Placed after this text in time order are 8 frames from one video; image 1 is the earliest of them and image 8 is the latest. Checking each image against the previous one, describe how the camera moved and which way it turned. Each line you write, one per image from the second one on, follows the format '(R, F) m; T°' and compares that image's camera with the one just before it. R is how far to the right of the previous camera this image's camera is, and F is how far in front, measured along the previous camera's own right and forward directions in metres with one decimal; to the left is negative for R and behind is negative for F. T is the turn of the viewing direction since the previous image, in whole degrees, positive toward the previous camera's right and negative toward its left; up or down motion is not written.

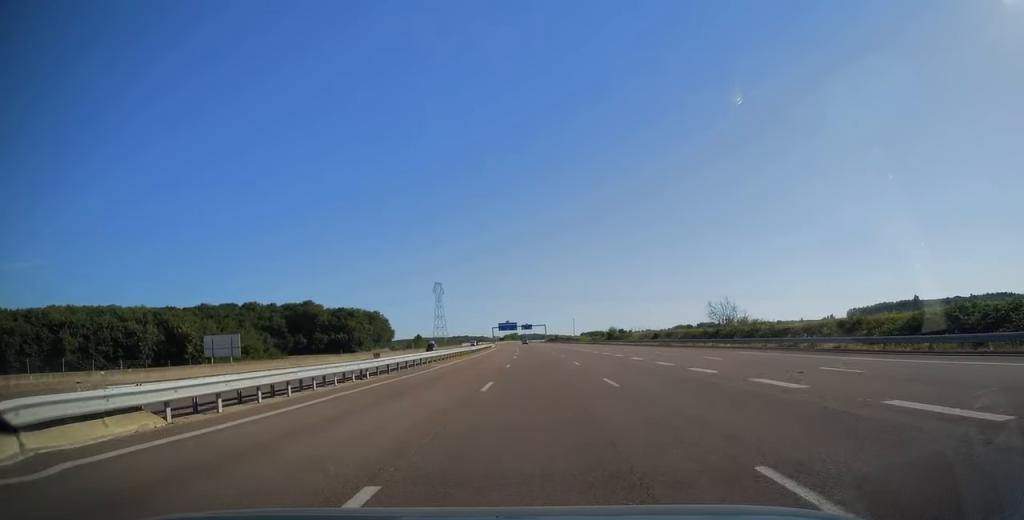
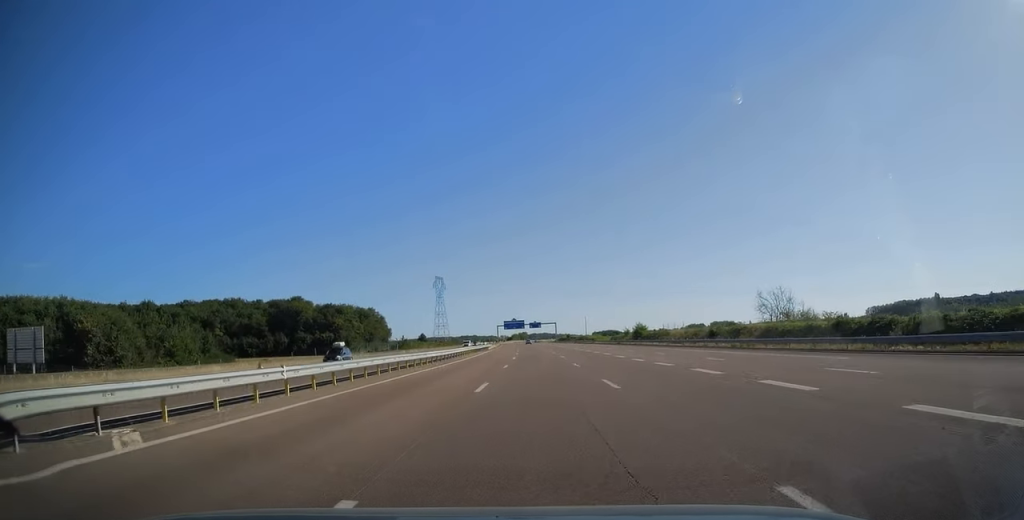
(-0.2, +27.7) m; -1°
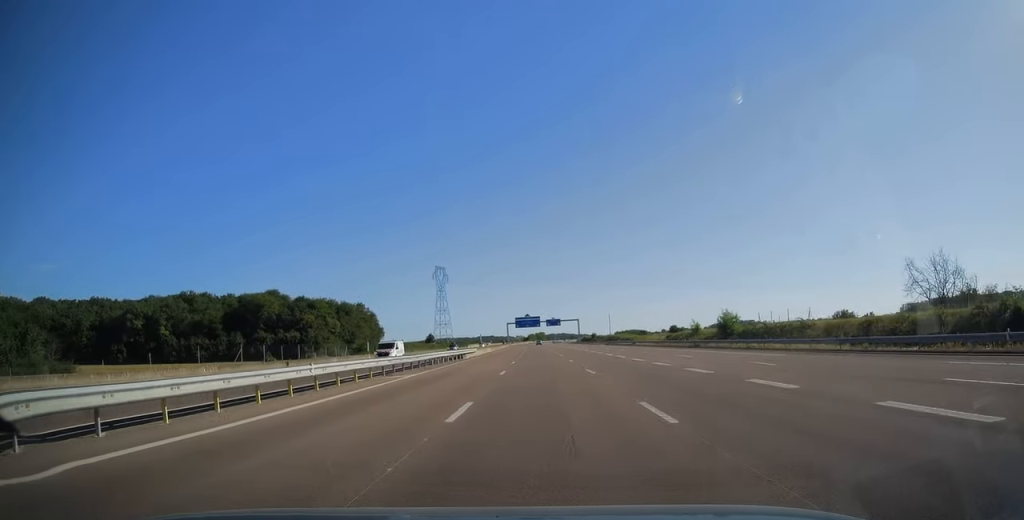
(-0.6, +46.3) m; -2°
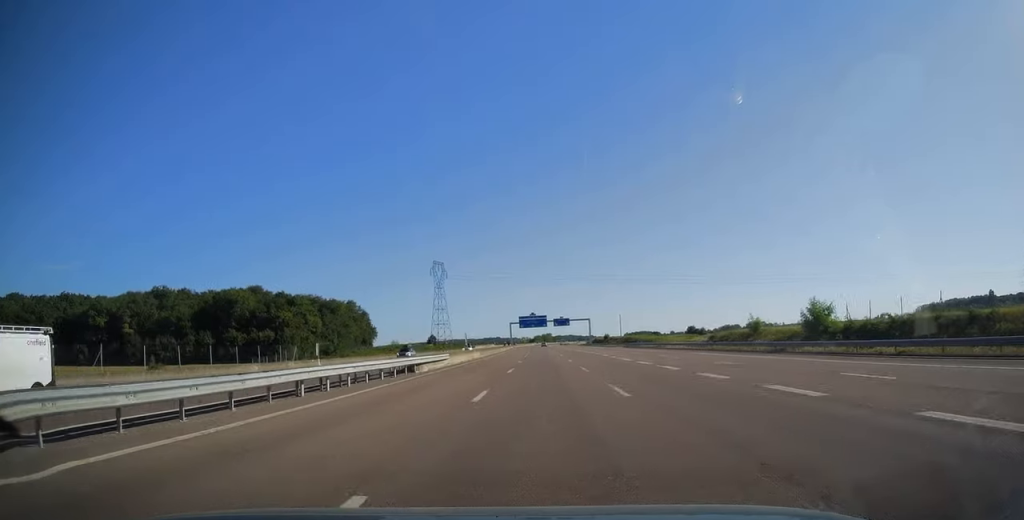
(-0.2, +21.6) m; -1°
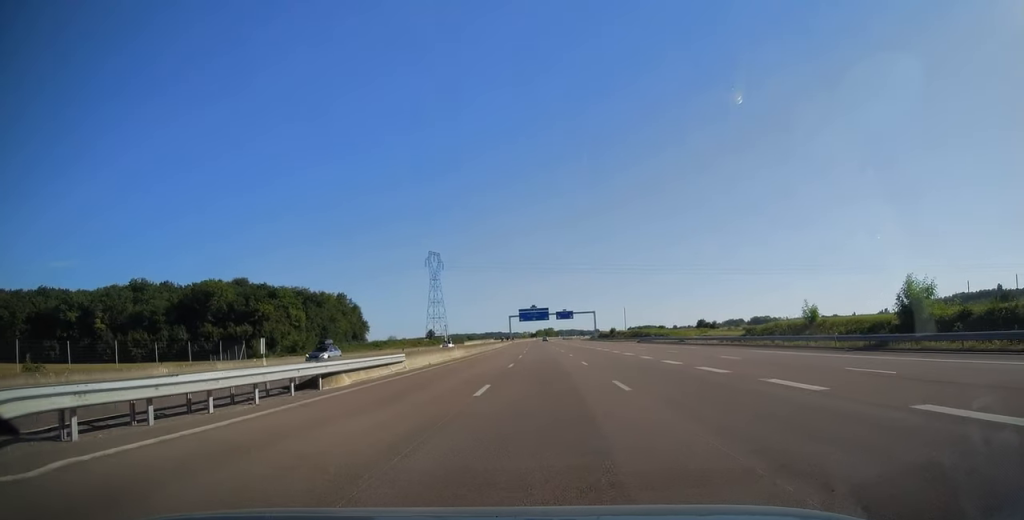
(-0.1, +13.4) m; 0°
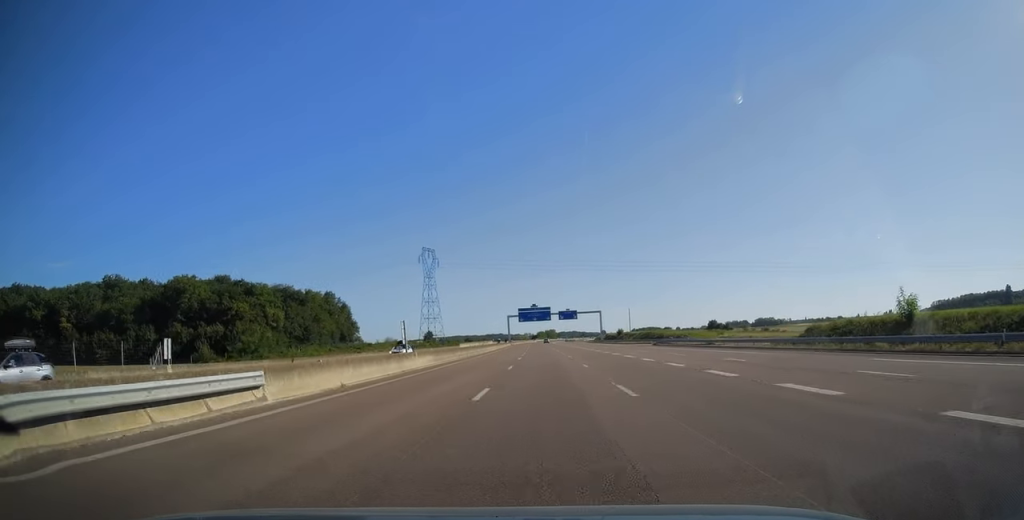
(-0.1, +14.4) m; 0°
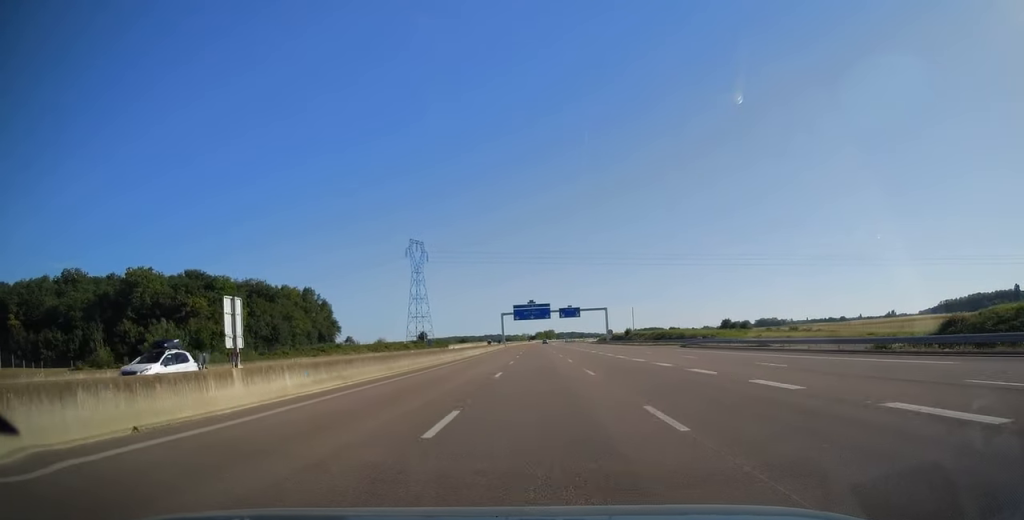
(0.0, +18.5) m; 0°
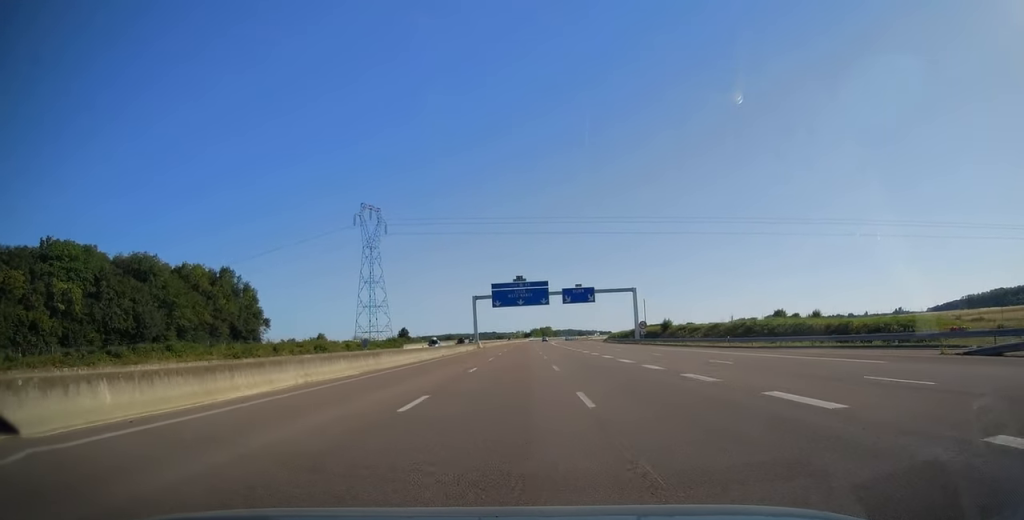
(0.0, +50.9) m; 0°
